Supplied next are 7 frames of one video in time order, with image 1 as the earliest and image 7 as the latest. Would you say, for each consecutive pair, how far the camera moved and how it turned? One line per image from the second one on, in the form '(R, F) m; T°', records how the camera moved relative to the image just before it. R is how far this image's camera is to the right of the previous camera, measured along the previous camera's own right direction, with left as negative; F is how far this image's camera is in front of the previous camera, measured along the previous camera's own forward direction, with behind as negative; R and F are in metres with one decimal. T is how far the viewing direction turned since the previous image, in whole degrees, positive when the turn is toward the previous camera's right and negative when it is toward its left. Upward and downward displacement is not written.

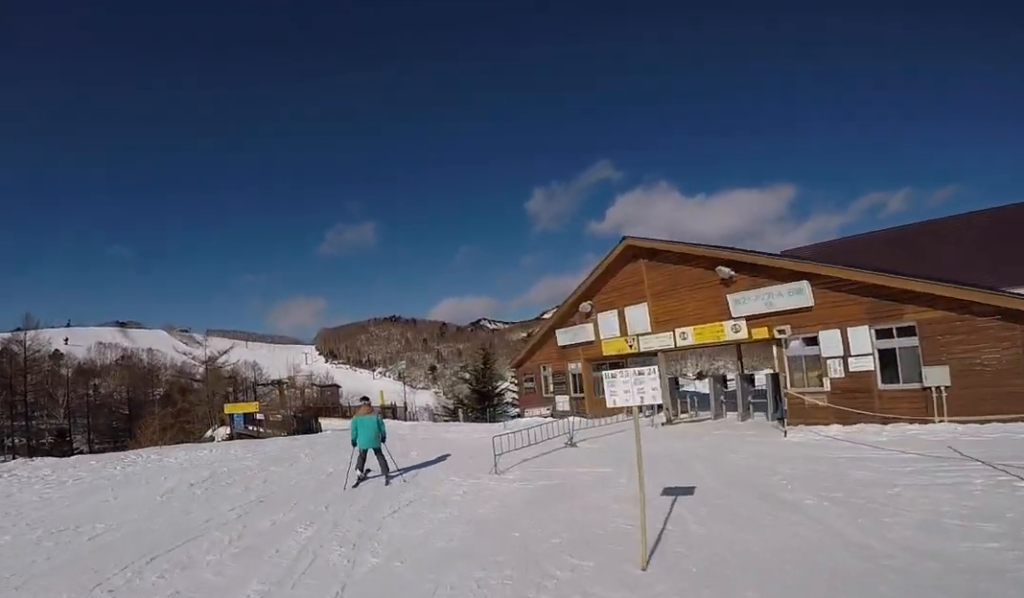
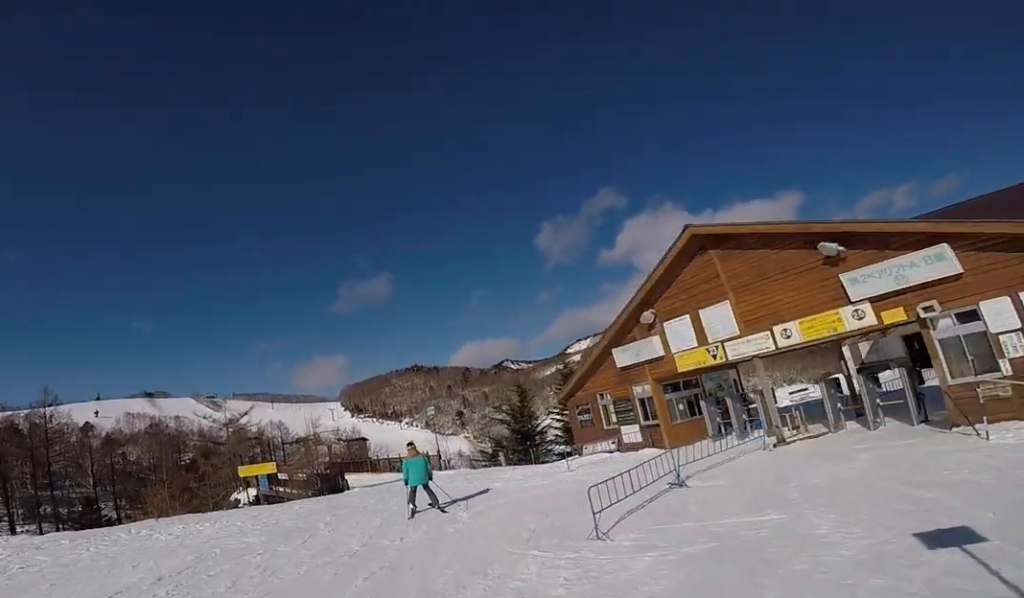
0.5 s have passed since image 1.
(0.0, +2.4) m; -1°
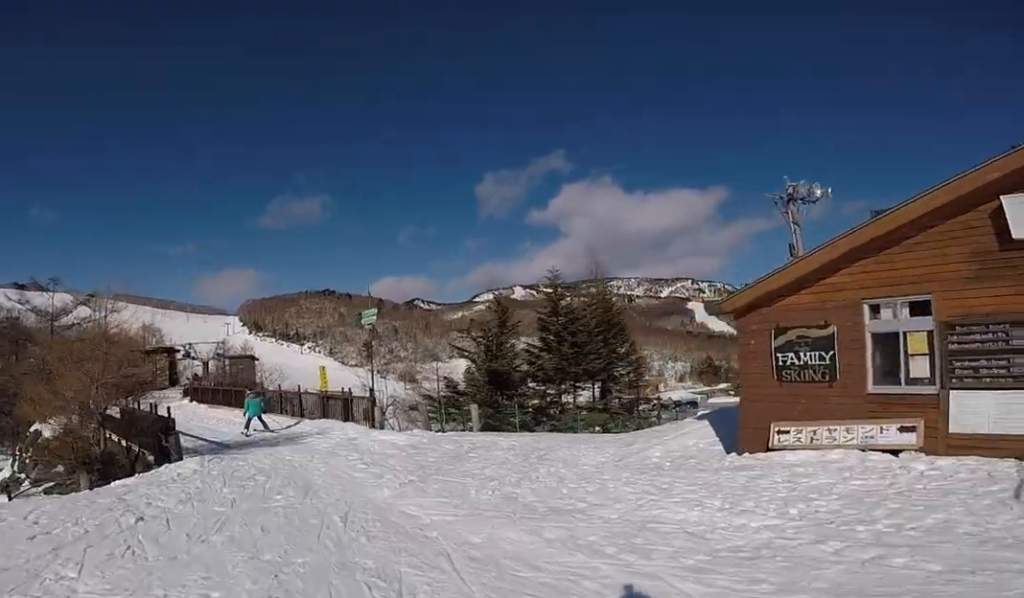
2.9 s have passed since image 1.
(-1.6, +11.3) m; -10°
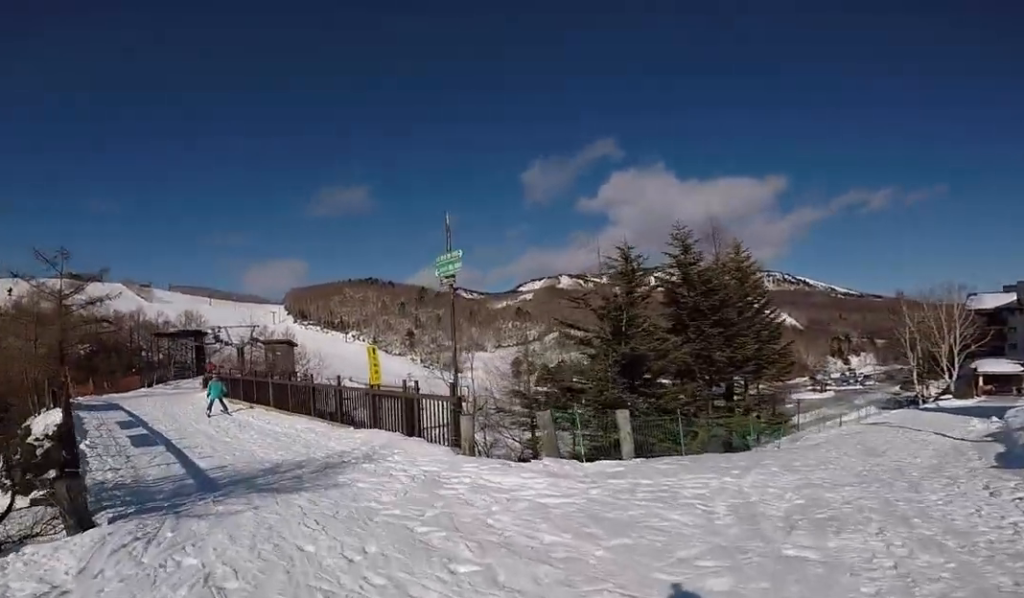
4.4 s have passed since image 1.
(+1.1, +6.4) m; +9°
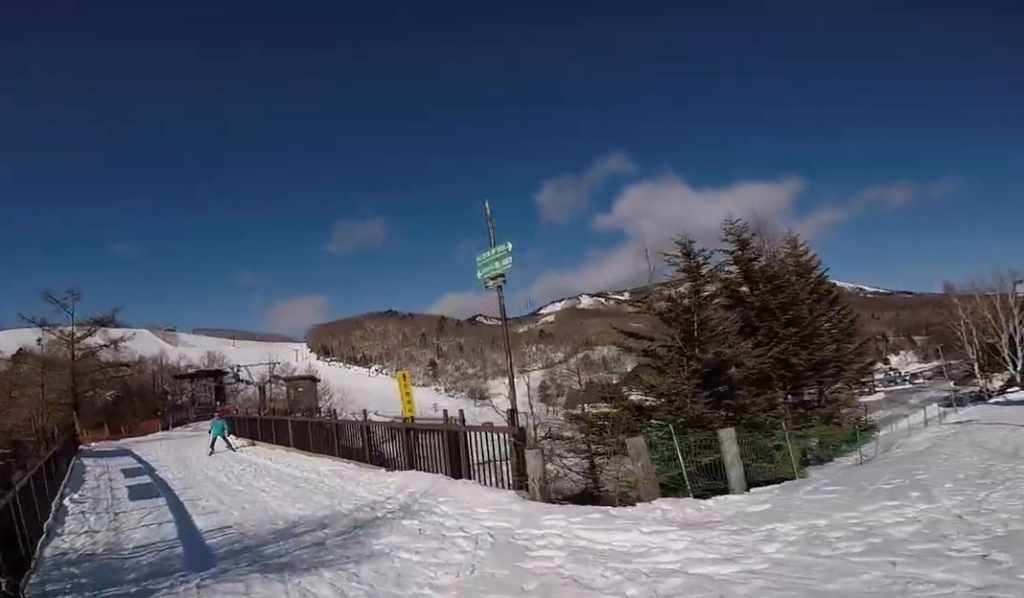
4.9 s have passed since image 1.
(+0.1, +2.0) m; -1°
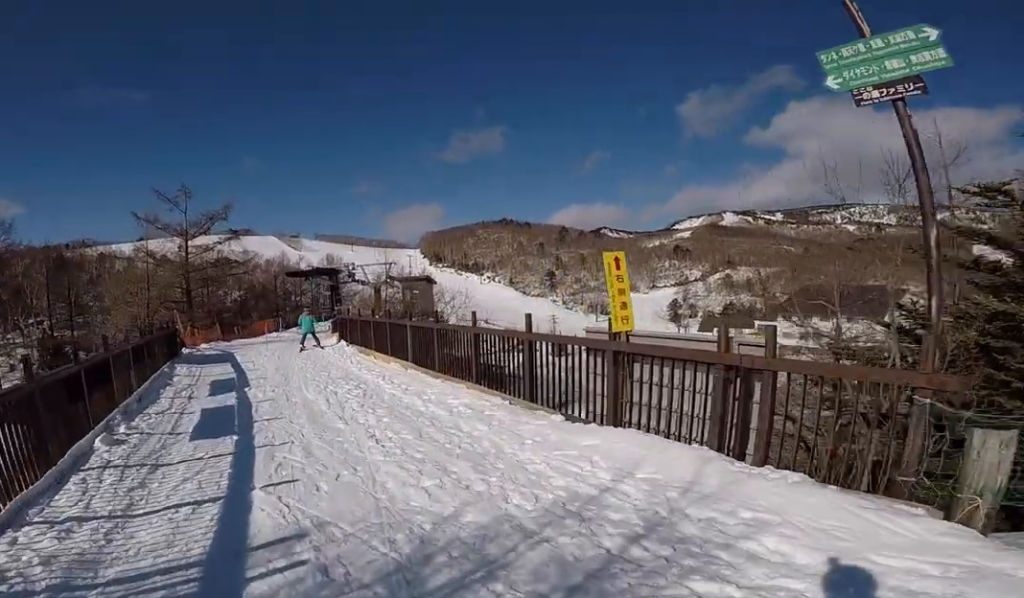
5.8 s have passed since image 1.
(-0.2, +3.8) m; -24°
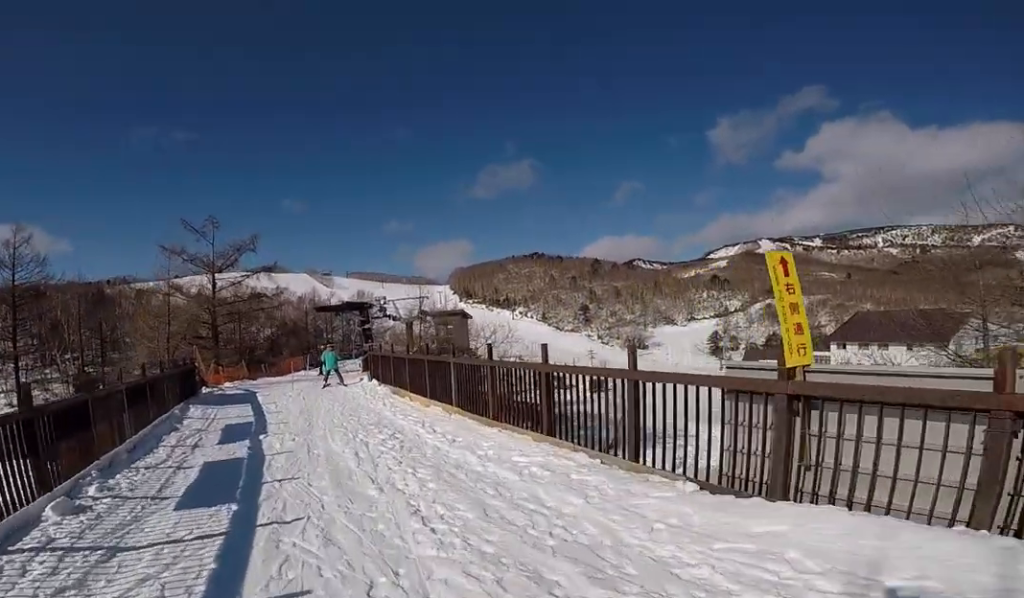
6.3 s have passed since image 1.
(-0.5, +1.7) m; -3°
